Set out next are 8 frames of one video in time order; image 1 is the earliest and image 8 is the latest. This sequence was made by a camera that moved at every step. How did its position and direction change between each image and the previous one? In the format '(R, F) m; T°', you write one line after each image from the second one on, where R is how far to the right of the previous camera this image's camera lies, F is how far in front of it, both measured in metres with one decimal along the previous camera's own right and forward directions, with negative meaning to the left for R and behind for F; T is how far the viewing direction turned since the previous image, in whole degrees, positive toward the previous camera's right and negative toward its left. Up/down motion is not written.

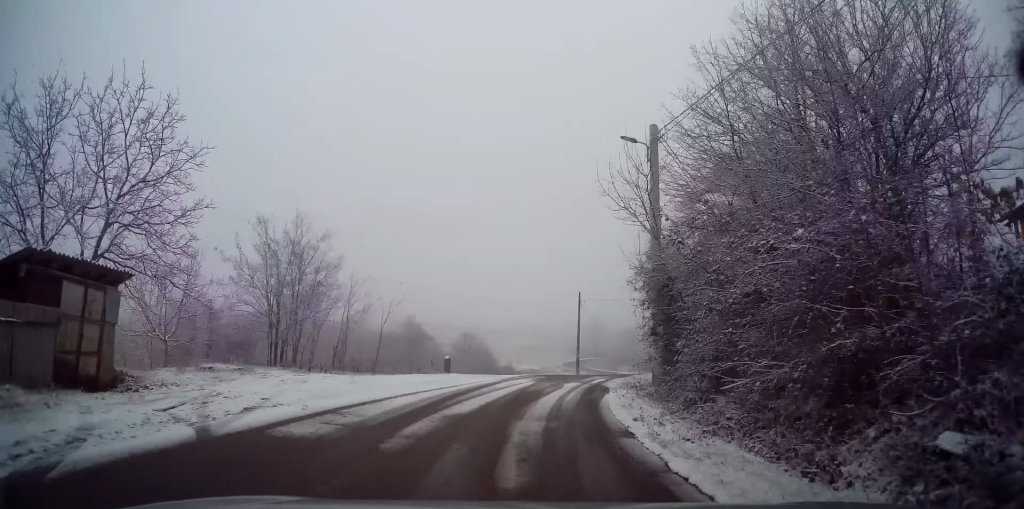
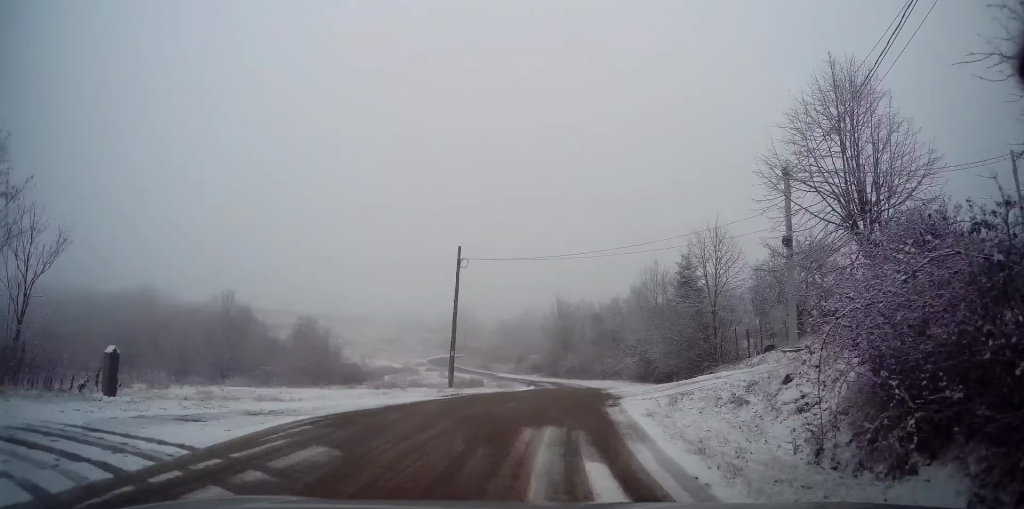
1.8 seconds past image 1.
(+1.8, +20.2) m; +13°
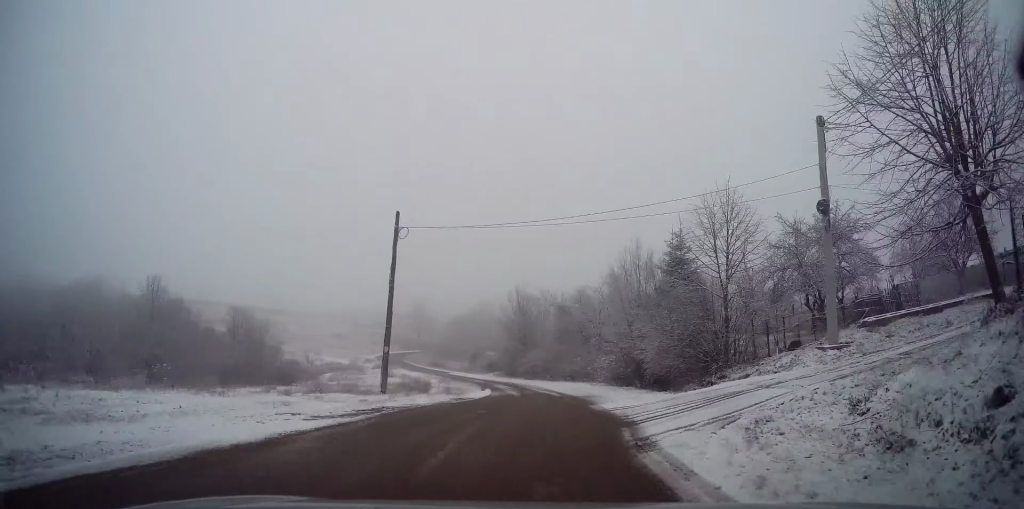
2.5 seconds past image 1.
(+0.3, +6.8) m; +4°
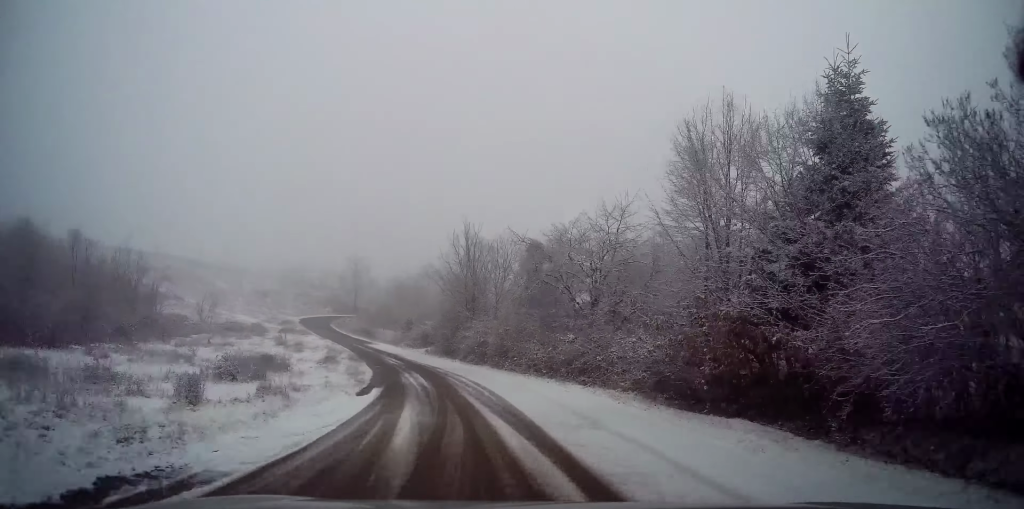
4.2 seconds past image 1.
(+1.2, +18.6) m; +4°
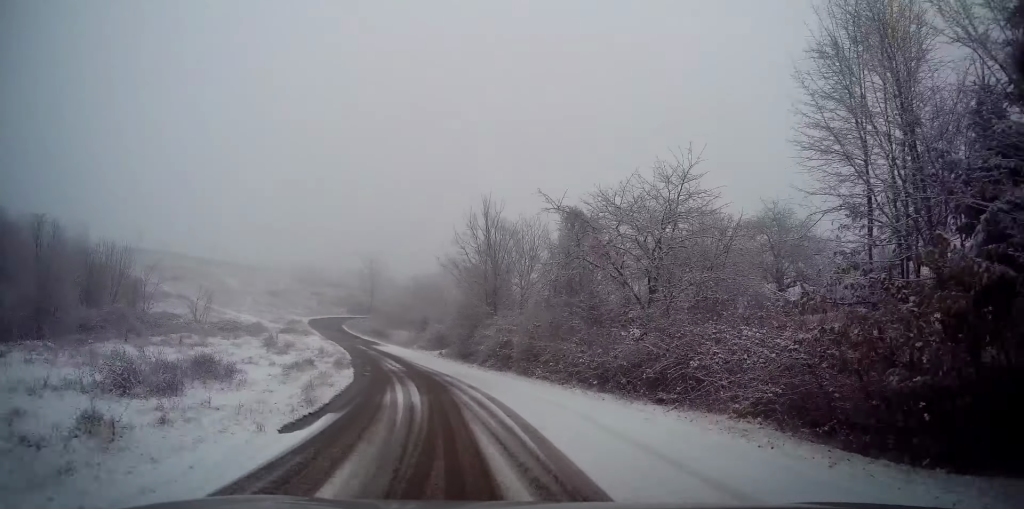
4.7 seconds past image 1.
(-0.1, +6.1) m; -1°
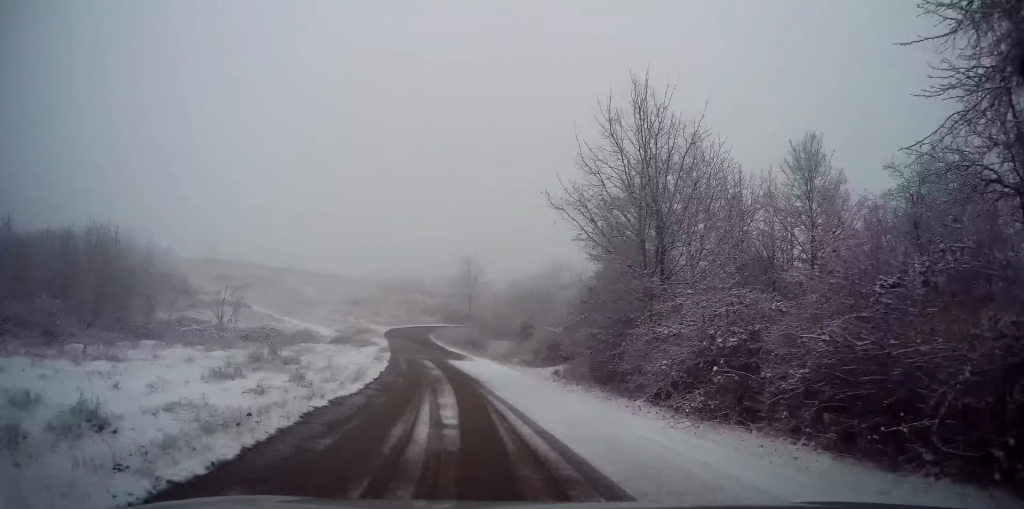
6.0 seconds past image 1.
(-0.4, +15.0) m; -7°
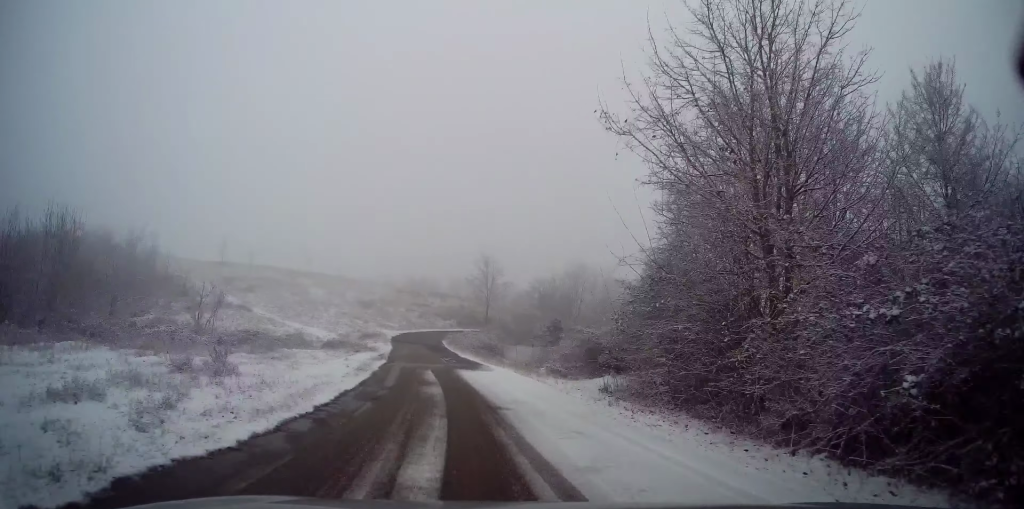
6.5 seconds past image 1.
(-0.5, +6.1) m; -3°
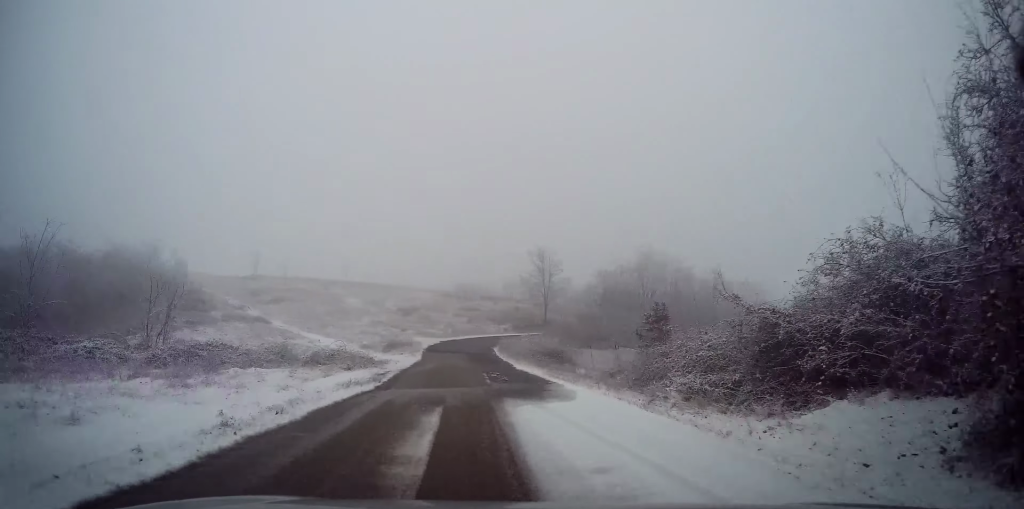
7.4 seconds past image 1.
(-0.5, +11.0) m; -4°
